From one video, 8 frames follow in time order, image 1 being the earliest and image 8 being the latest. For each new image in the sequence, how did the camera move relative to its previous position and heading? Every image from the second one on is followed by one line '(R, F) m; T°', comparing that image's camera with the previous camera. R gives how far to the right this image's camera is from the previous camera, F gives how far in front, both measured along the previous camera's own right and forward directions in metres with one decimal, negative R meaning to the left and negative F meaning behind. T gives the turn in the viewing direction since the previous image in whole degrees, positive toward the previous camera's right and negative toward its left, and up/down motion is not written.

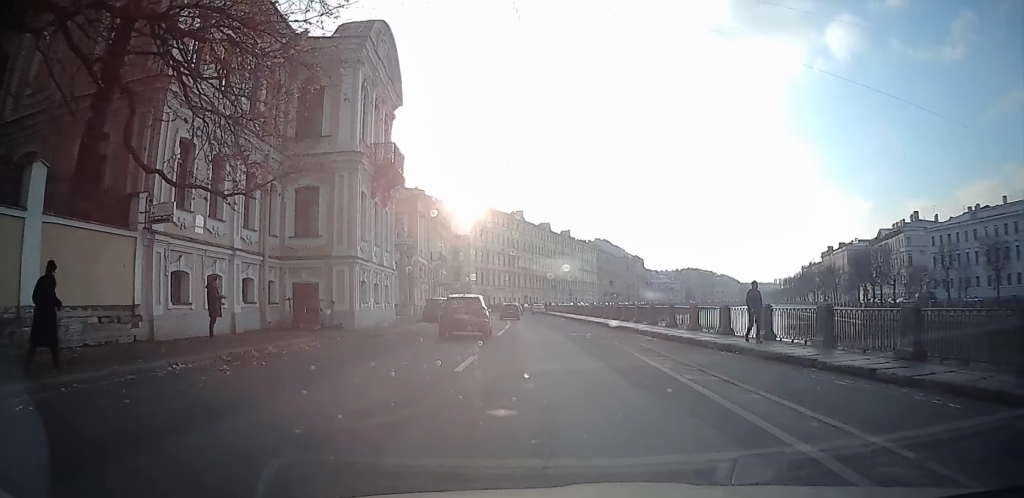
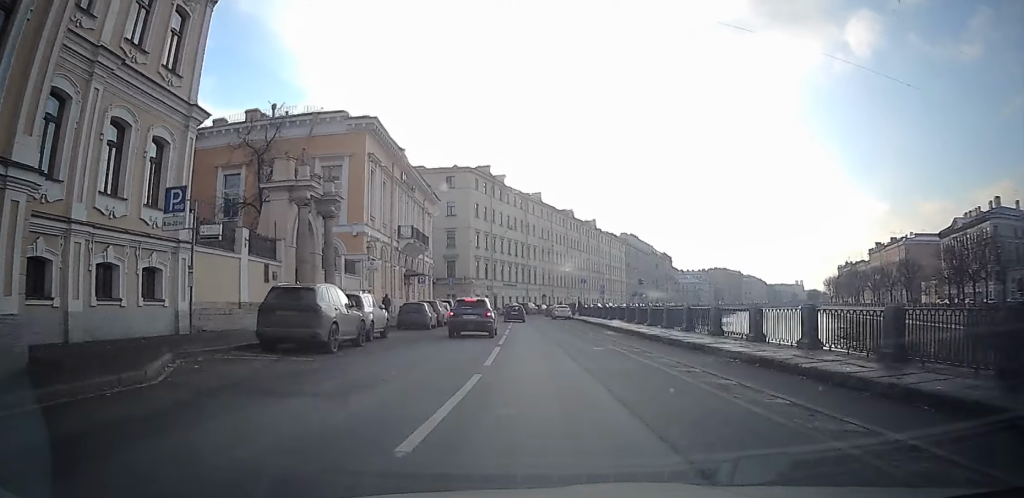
(+0.3, +28.5) m; 0°
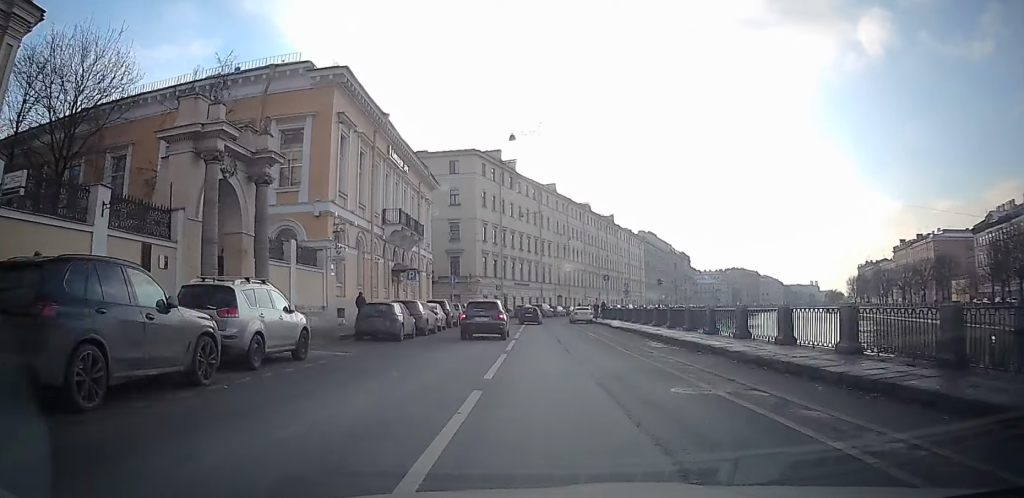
(0.0, +9.7) m; 0°
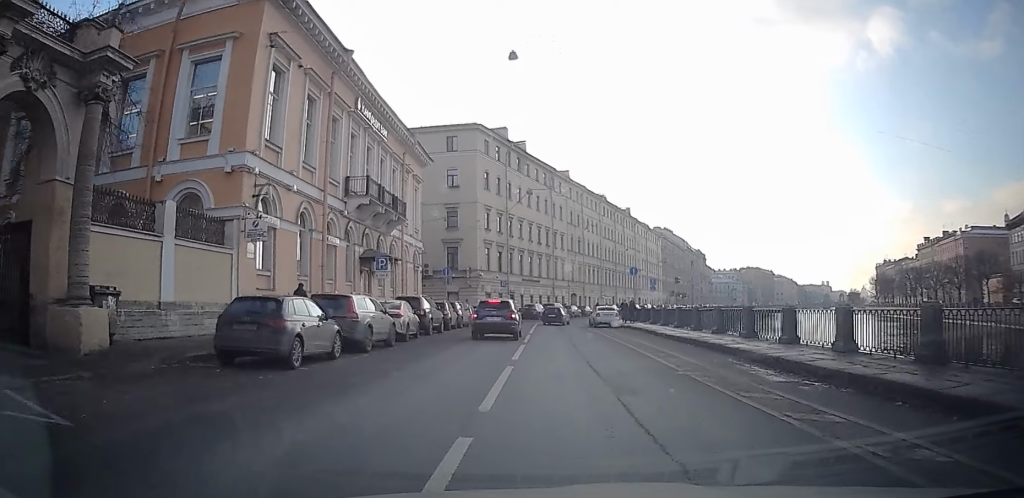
(+0.4, +10.7) m; 0°
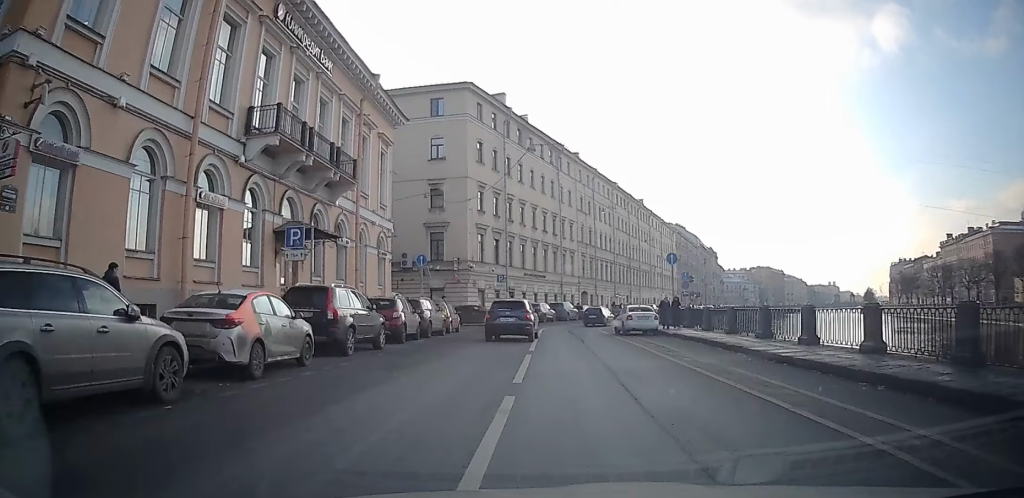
(-0.4, +12.7) m; -4°
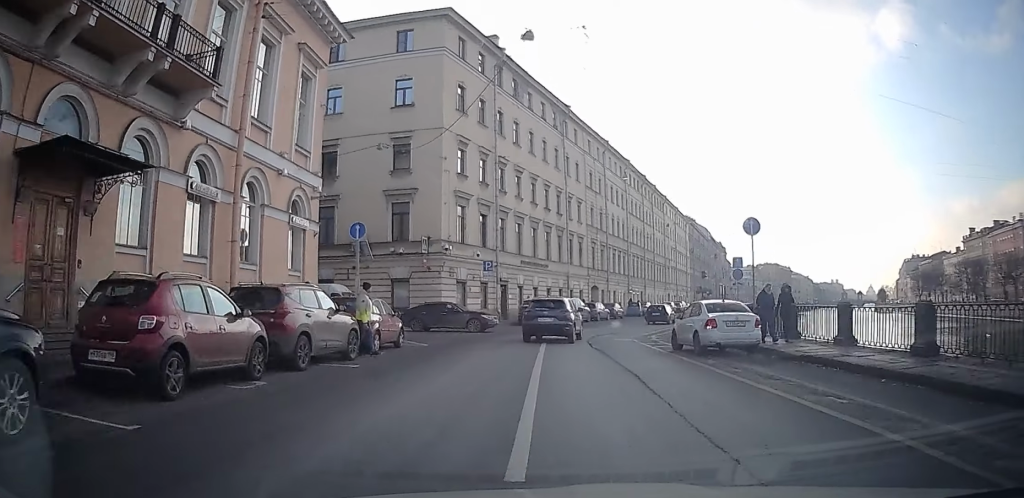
(-0.6, +14.2) m; +1°
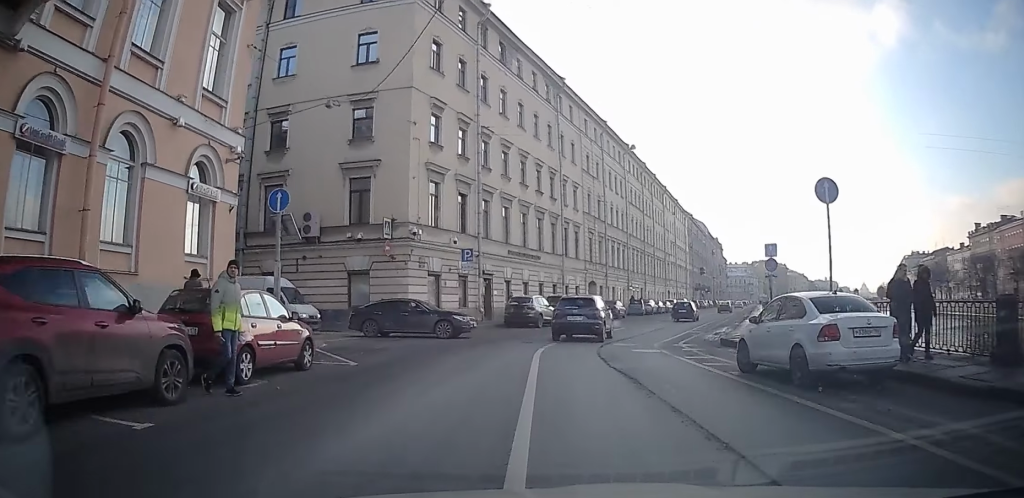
(+0.2, +7.5) m; 0°
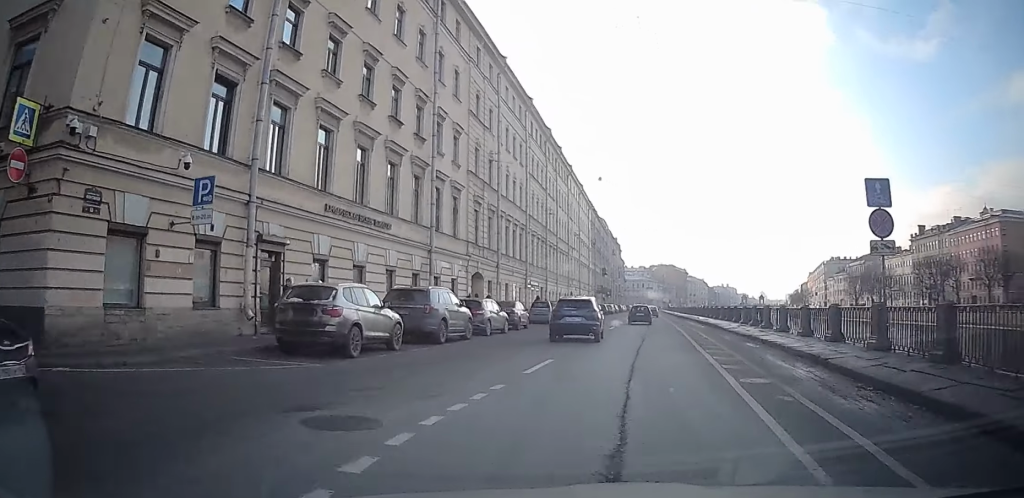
(0.0, +20.4) m; 0°
